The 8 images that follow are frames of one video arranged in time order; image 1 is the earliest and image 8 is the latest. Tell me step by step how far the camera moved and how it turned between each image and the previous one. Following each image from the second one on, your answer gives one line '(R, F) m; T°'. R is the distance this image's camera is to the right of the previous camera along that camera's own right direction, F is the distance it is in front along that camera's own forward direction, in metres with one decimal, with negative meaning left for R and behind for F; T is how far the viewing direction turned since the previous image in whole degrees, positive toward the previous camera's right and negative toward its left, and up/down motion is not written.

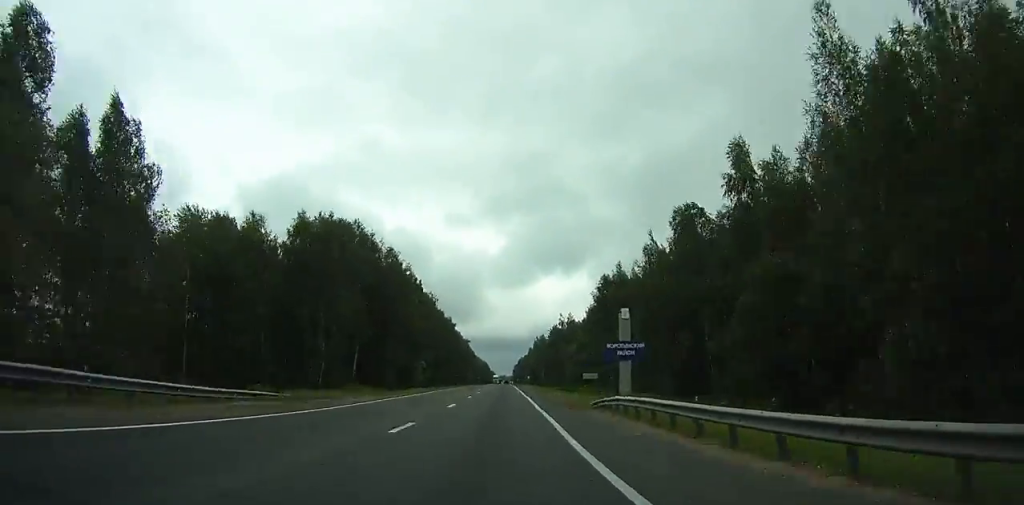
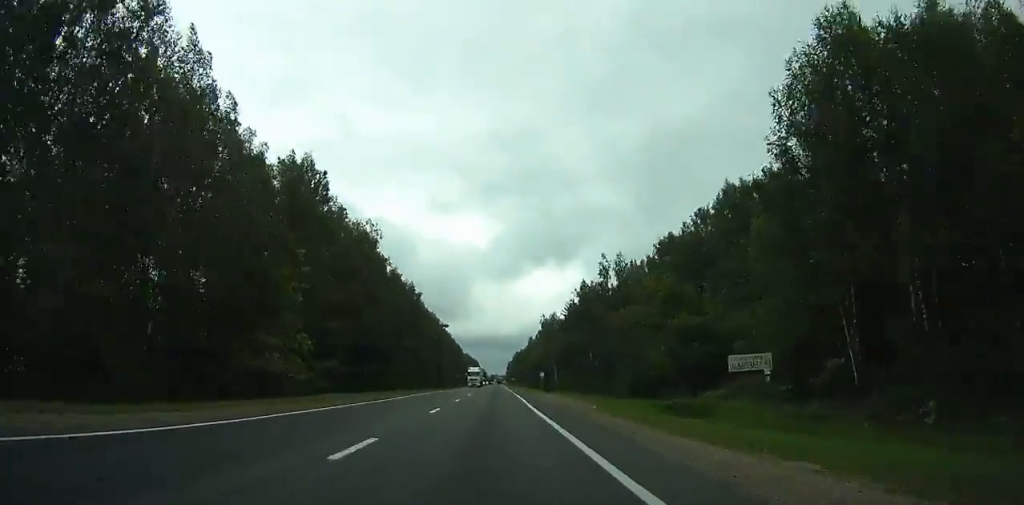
(+0.8, +75.5) m; -1°
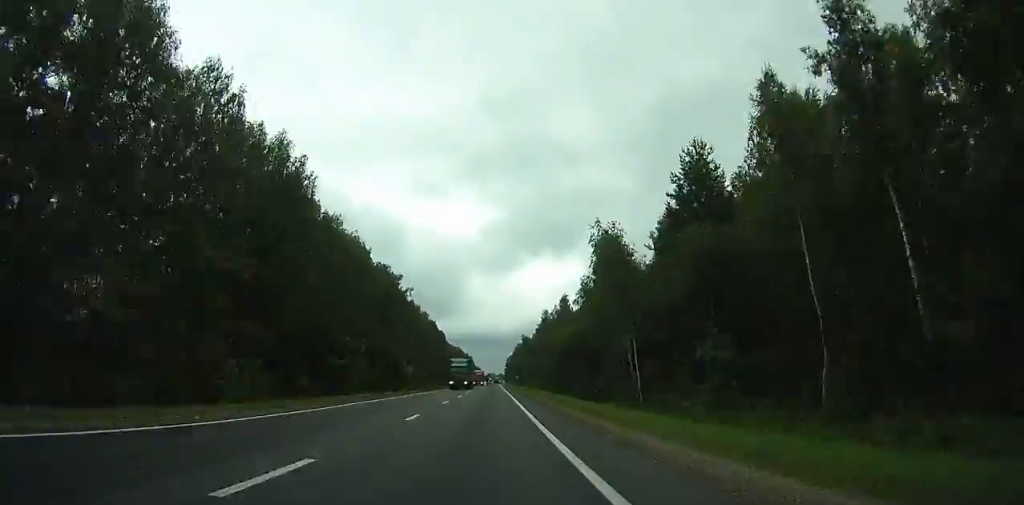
(-1.6, +86.9) m; 0°
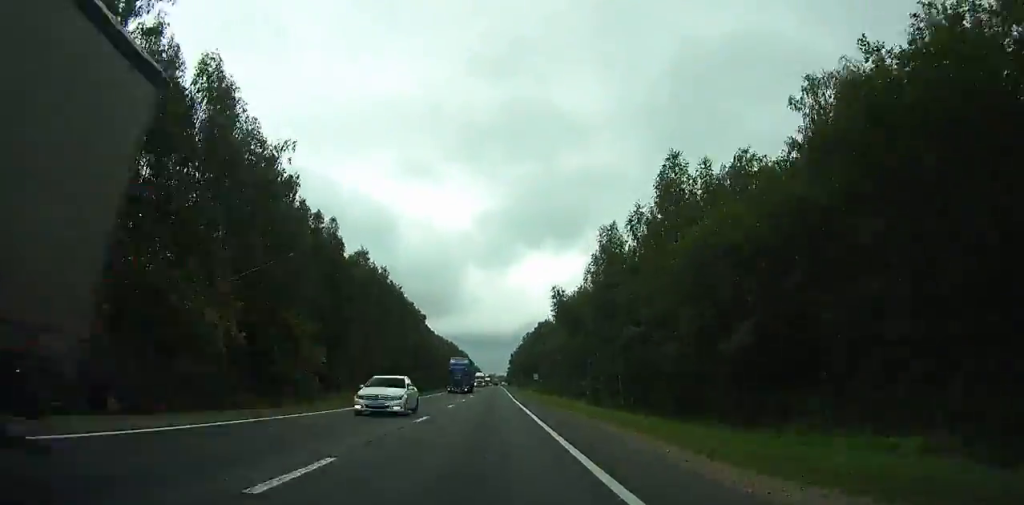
(+0.8, +83.1) m; +1°
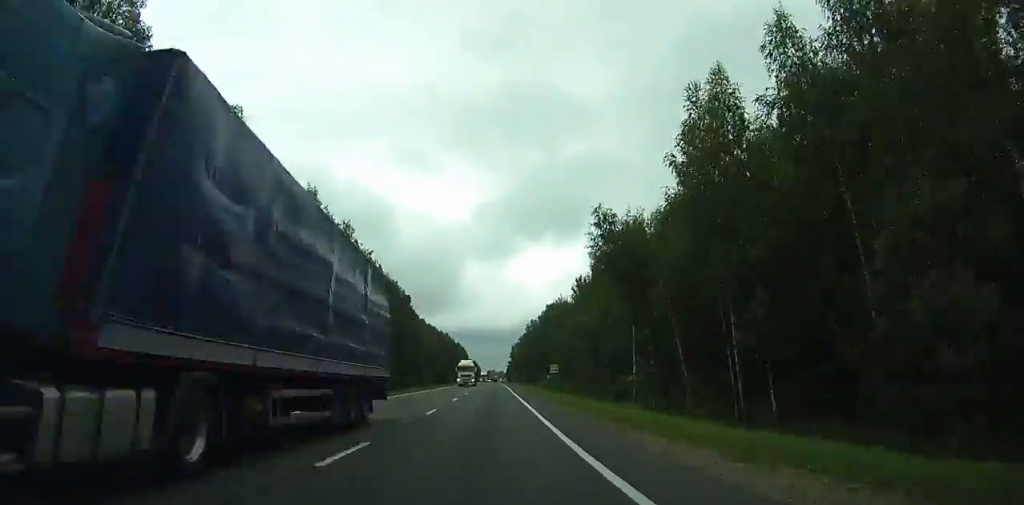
(0.0, +35.1) m; 0°
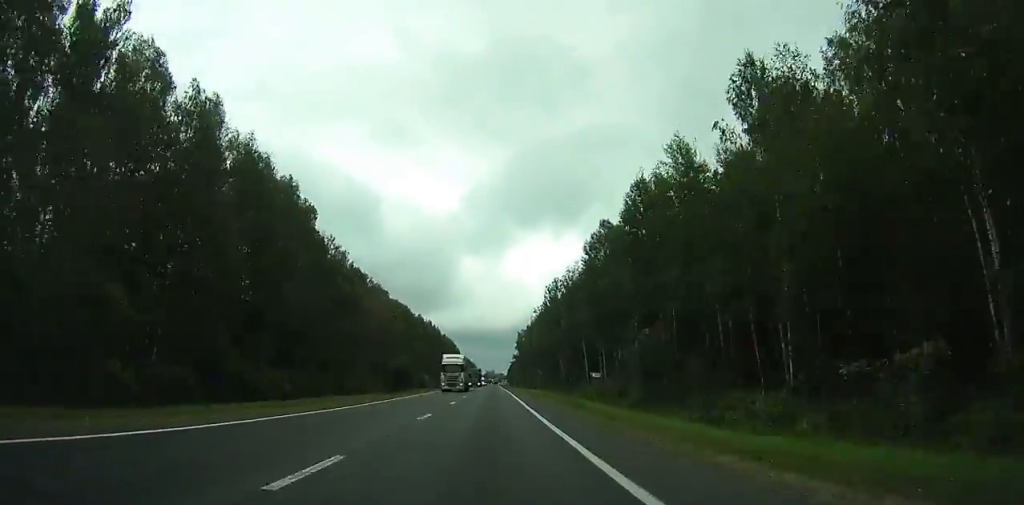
(+0.6, +85.9) m; +1°
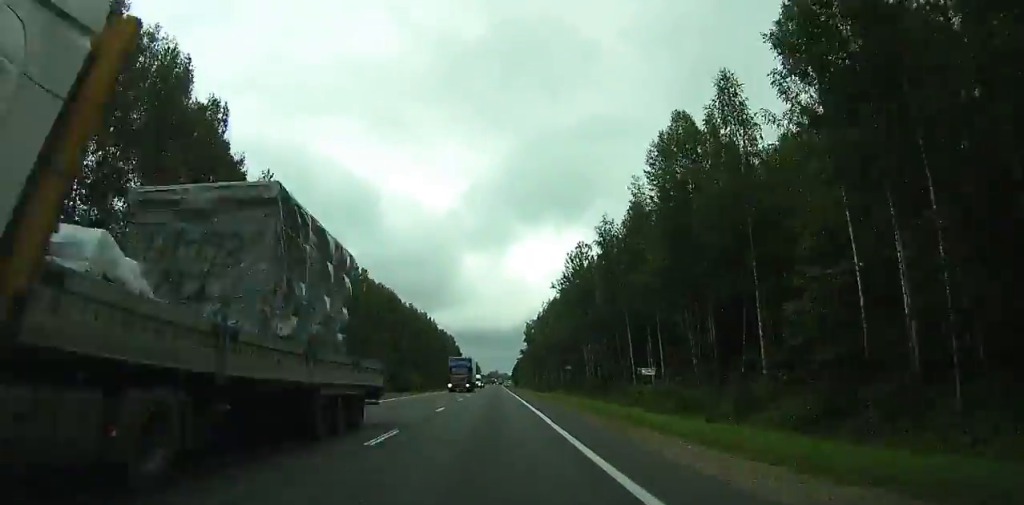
(+0.2, +30.8) m; 0°
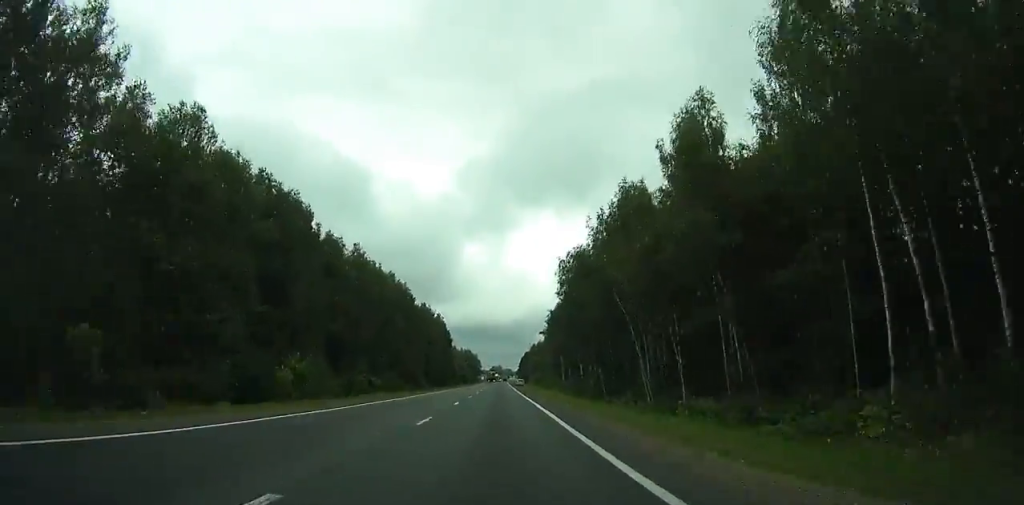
(0.0, +79.2) m; 0°
